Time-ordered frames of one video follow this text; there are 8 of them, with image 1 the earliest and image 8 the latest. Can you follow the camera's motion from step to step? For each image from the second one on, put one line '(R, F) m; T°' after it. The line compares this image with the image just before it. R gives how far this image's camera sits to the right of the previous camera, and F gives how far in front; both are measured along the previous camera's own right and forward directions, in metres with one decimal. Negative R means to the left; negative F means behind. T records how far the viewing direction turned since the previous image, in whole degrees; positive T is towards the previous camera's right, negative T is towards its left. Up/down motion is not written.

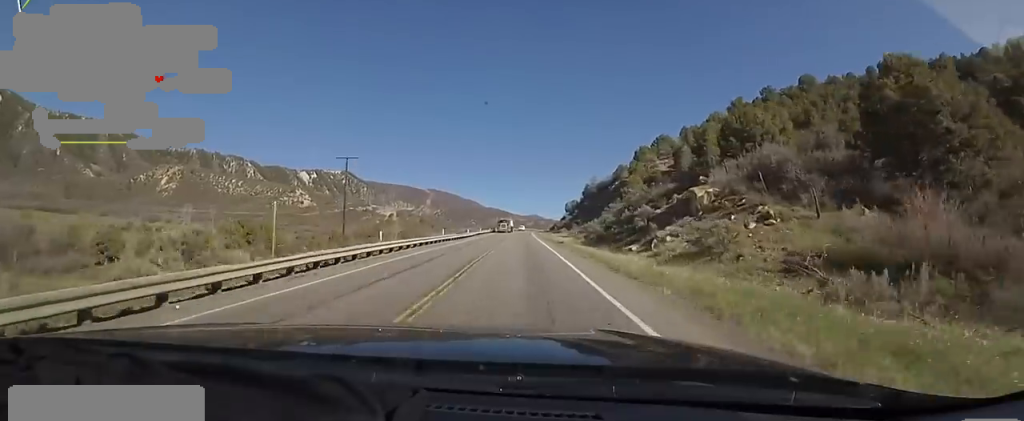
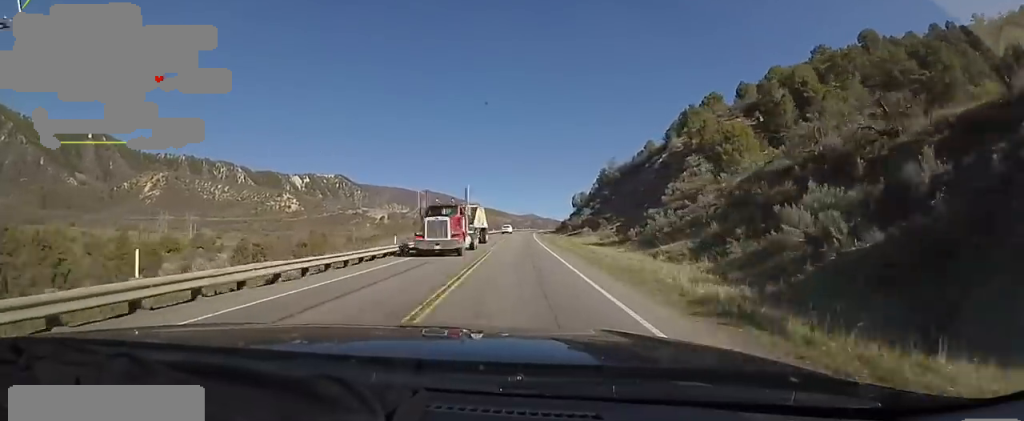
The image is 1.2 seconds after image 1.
(+0.6, +34.1) m; +4°
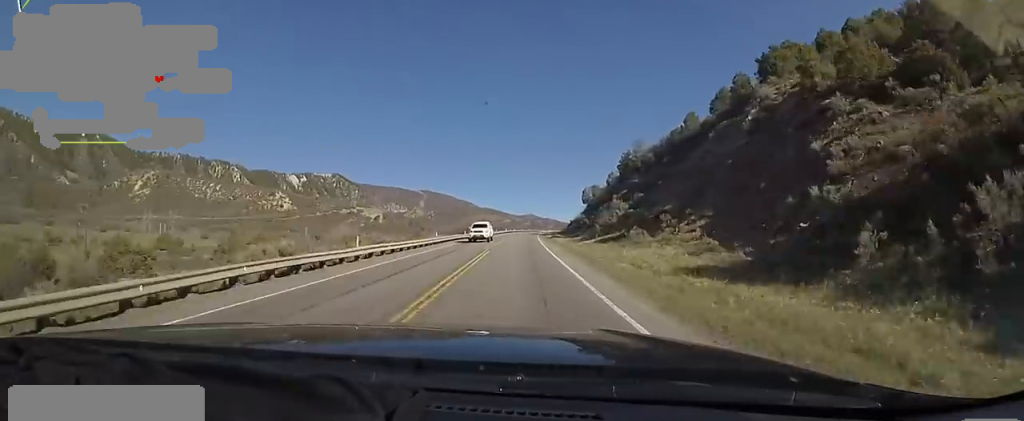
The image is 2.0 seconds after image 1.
(+1.5, +24.4) m; 0°
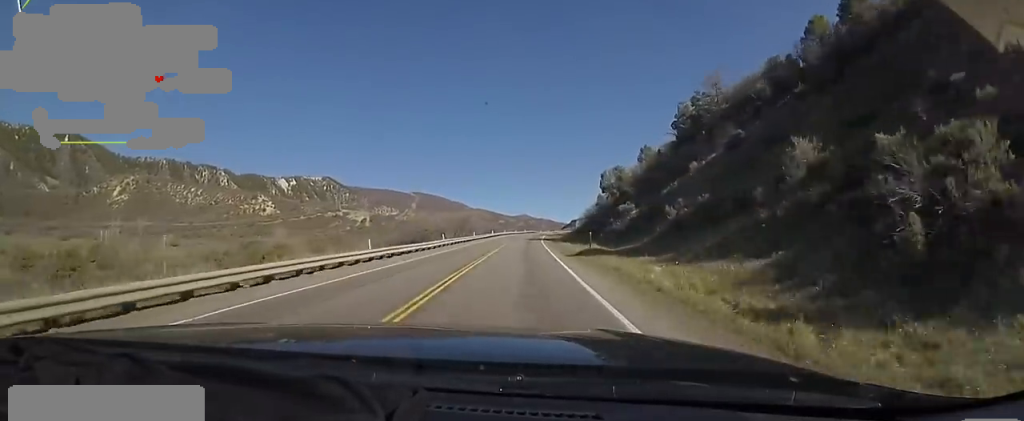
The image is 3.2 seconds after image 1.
(-1.9, +35.3) m; -1°
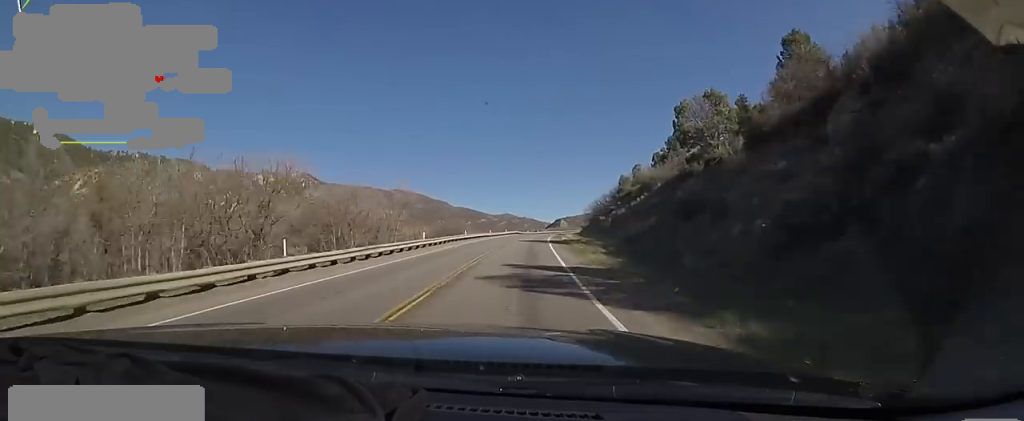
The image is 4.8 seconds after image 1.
(+1.3, +46.5) m; +4°
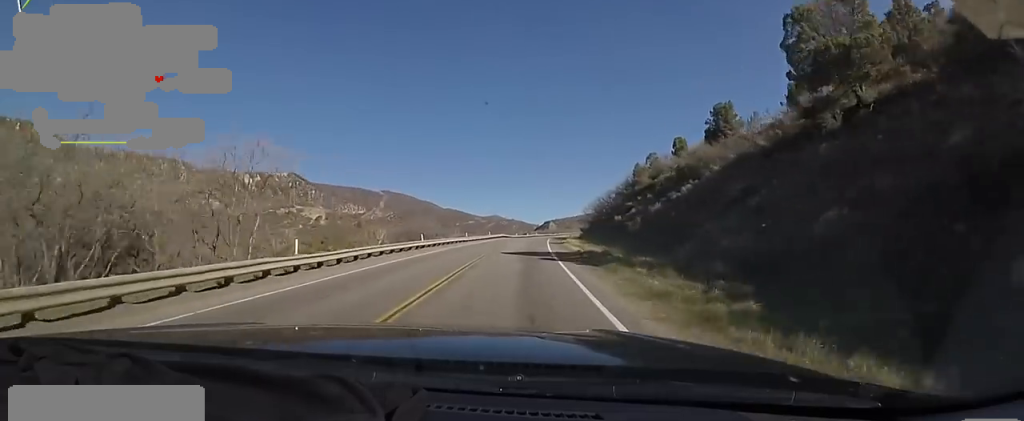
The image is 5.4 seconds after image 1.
(+0.4, +18.1) m; +1°
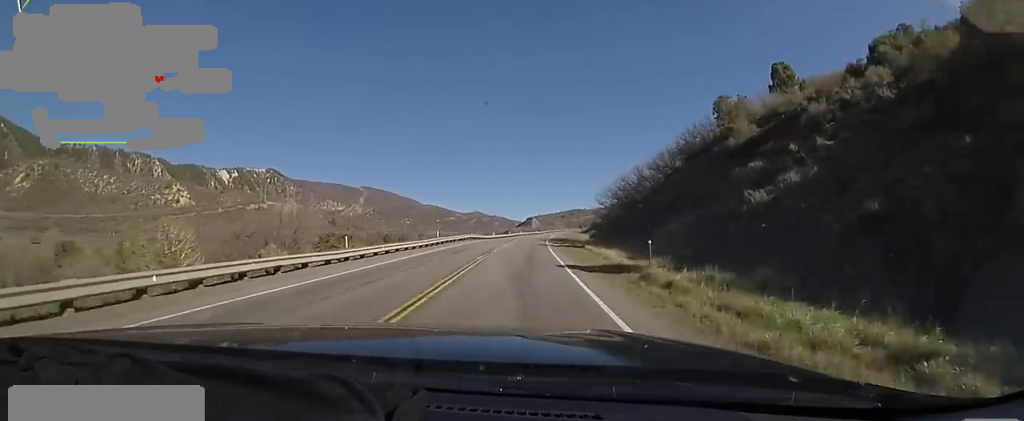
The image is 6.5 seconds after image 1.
(+0.8, +33.5) m; +2°
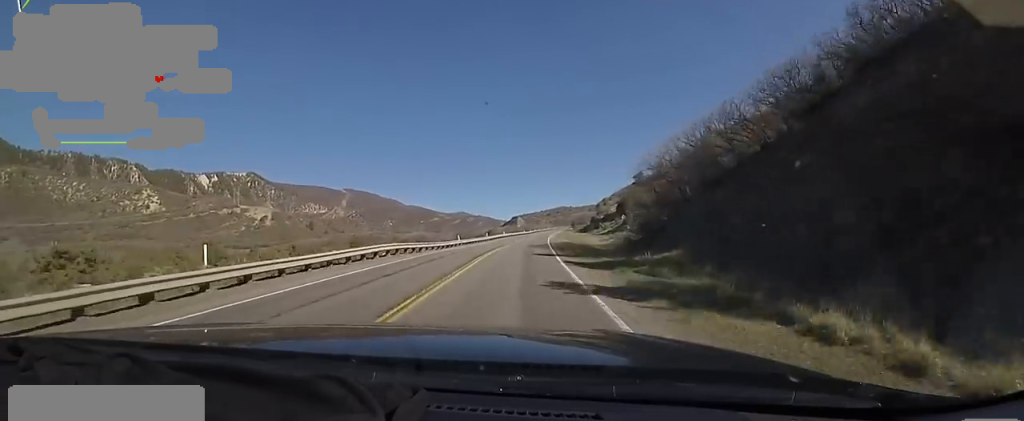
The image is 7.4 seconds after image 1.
(+0.2, +28.7) m; +2°
